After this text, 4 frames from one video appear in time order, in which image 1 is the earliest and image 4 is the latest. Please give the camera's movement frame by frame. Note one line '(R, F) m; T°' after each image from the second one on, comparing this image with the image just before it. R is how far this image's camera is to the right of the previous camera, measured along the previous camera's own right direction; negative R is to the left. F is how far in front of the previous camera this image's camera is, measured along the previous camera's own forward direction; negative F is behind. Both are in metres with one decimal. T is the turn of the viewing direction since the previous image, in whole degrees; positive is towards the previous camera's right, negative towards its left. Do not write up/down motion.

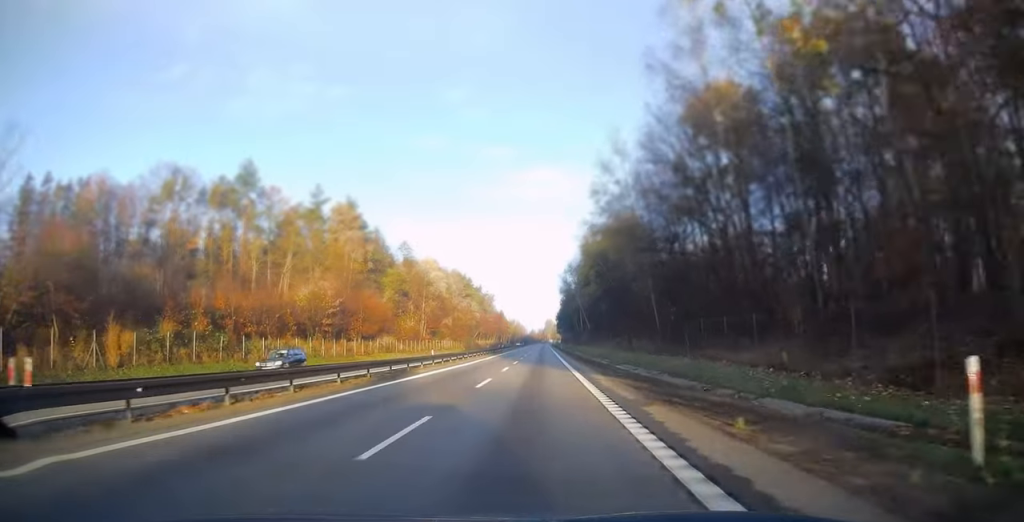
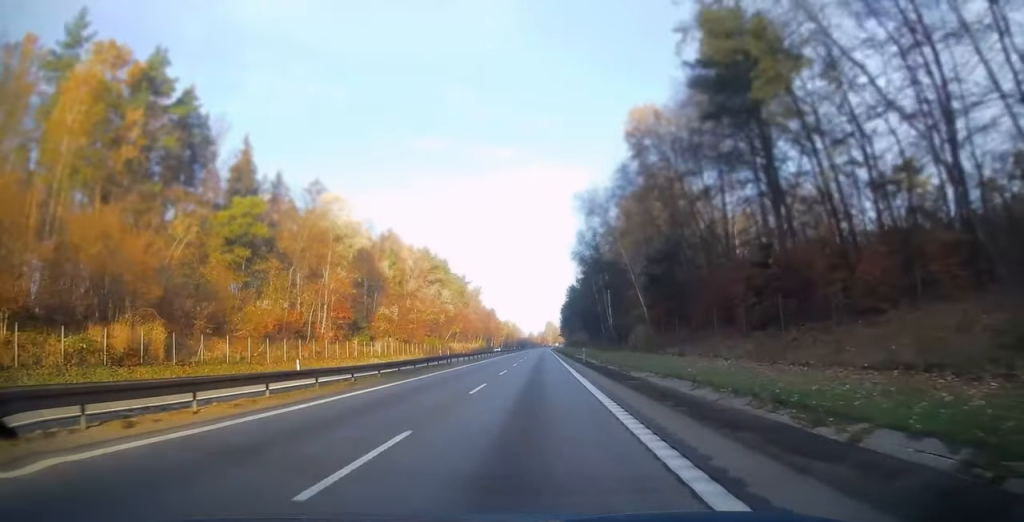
(-0.1, +61.6) m; 0°
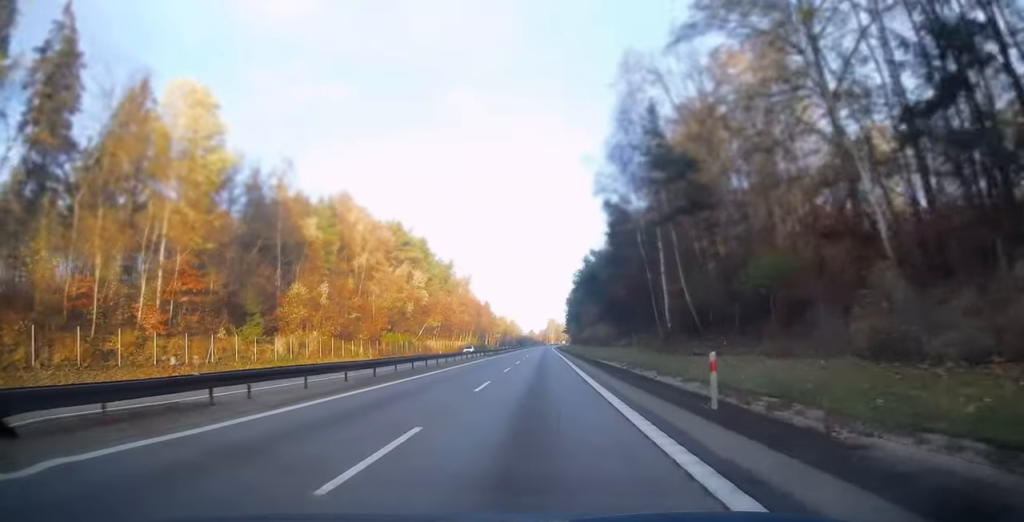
(-0.2, +35.5) m; 0°
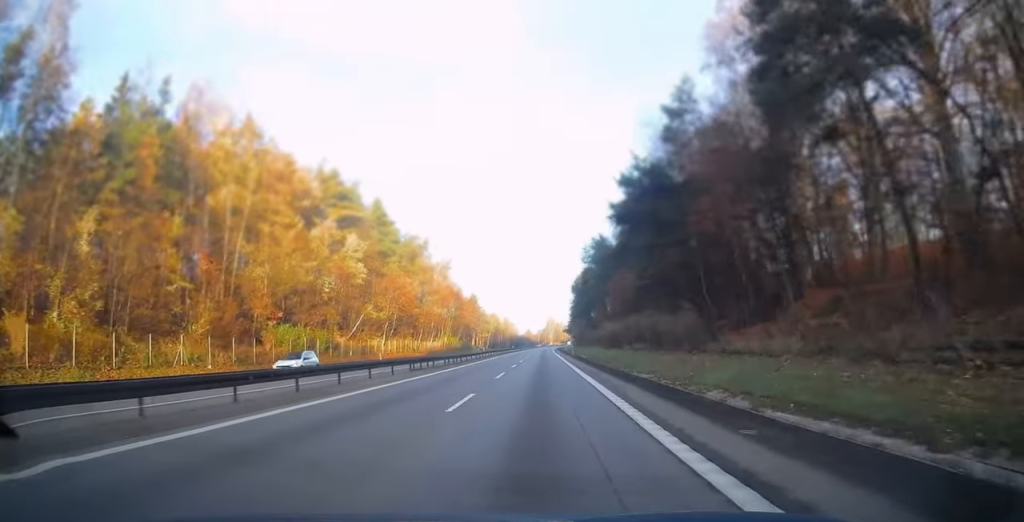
(0.0, +40.8) m; 0°
